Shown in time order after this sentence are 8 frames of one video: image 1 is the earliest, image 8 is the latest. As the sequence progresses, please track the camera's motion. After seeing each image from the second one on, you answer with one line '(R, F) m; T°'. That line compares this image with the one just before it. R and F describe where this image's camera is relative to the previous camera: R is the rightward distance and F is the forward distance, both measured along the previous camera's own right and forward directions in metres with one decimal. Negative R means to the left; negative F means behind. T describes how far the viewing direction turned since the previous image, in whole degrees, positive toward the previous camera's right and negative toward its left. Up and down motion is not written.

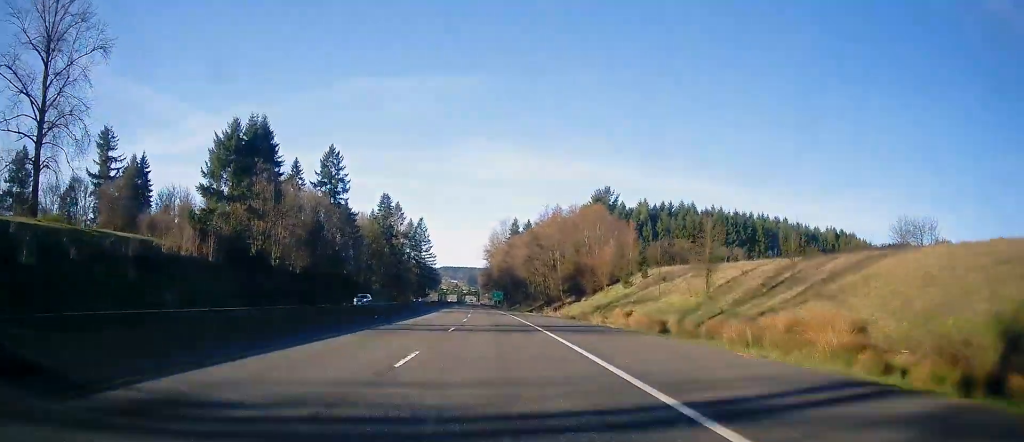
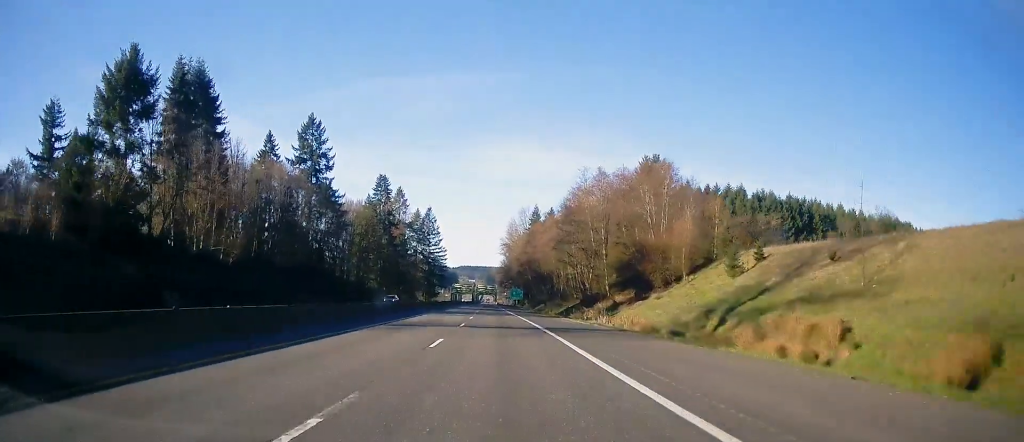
(-0.7, +32.2) m; -1°
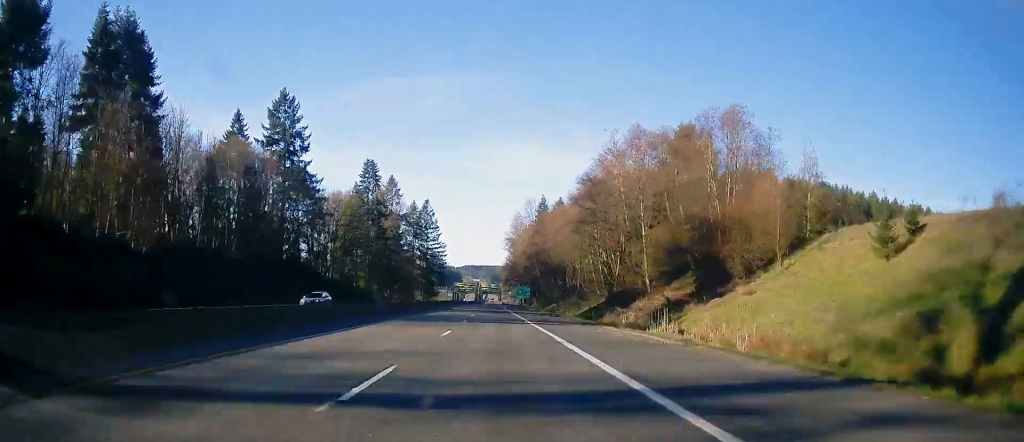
(0.0, +21.1) m; -1°
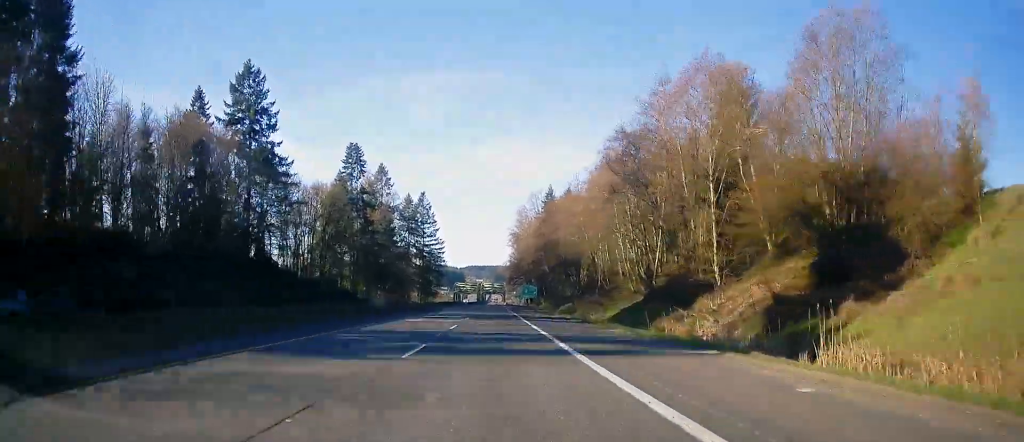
(-0.1, +18.9) m; -1°
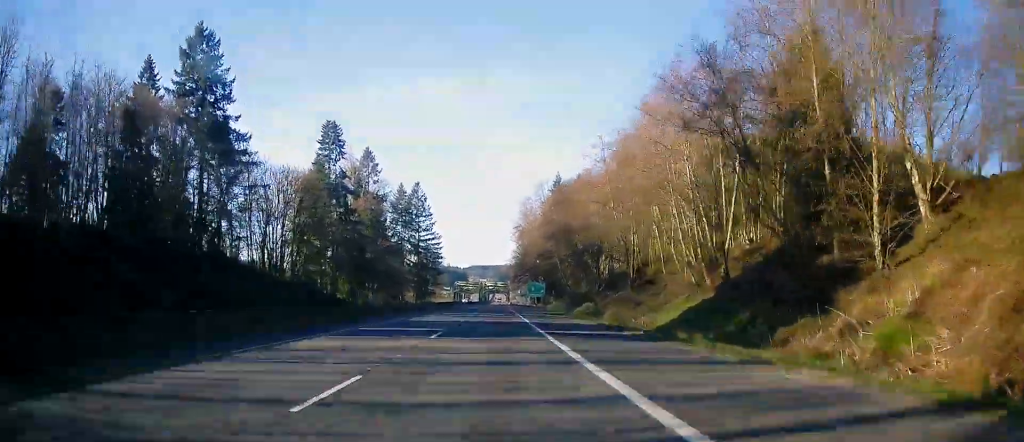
(-0.3, +18.9) m; 0°
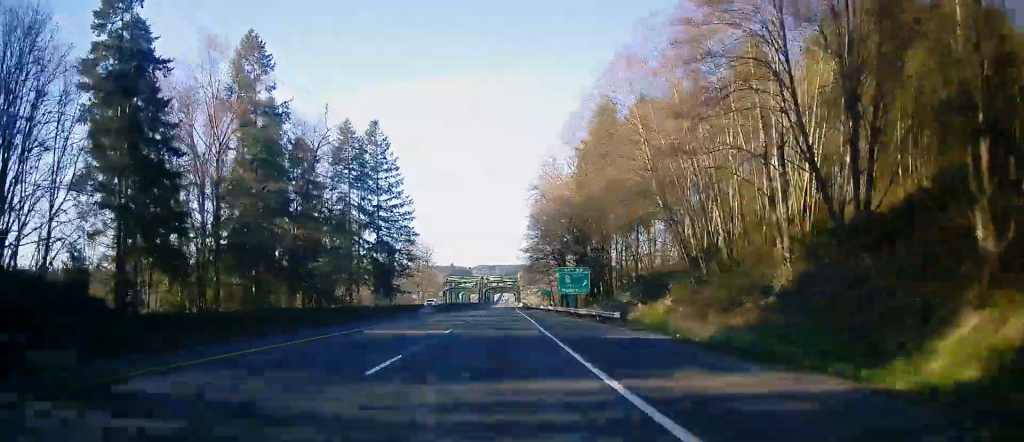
(-0.2, +70.0) m; 0°
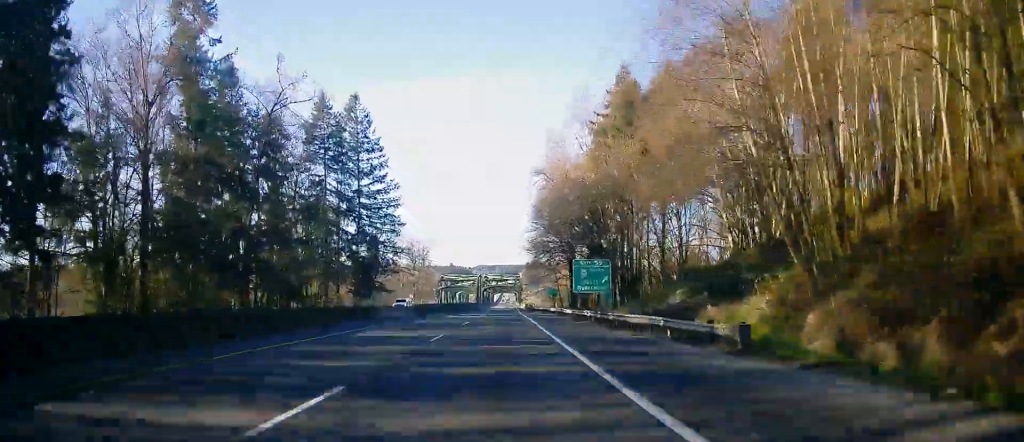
(+0.1, +16.8) m; 0°
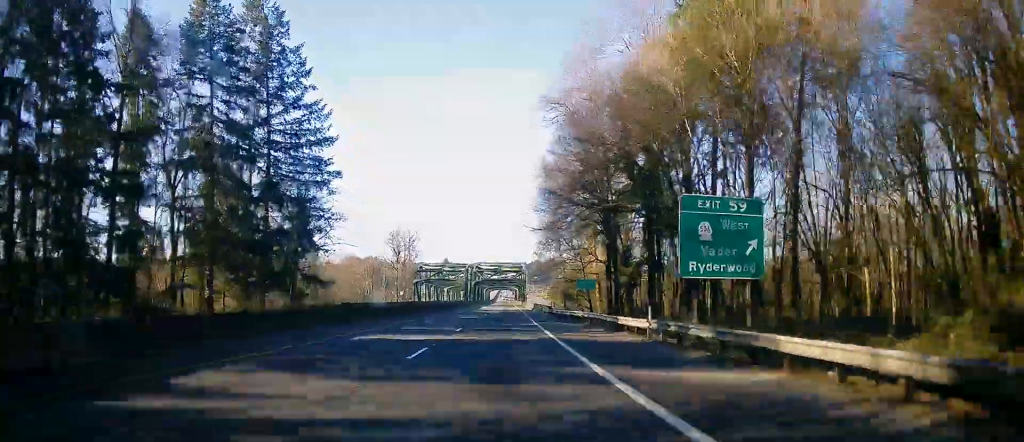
(0.0, +41.6) m; 0°
